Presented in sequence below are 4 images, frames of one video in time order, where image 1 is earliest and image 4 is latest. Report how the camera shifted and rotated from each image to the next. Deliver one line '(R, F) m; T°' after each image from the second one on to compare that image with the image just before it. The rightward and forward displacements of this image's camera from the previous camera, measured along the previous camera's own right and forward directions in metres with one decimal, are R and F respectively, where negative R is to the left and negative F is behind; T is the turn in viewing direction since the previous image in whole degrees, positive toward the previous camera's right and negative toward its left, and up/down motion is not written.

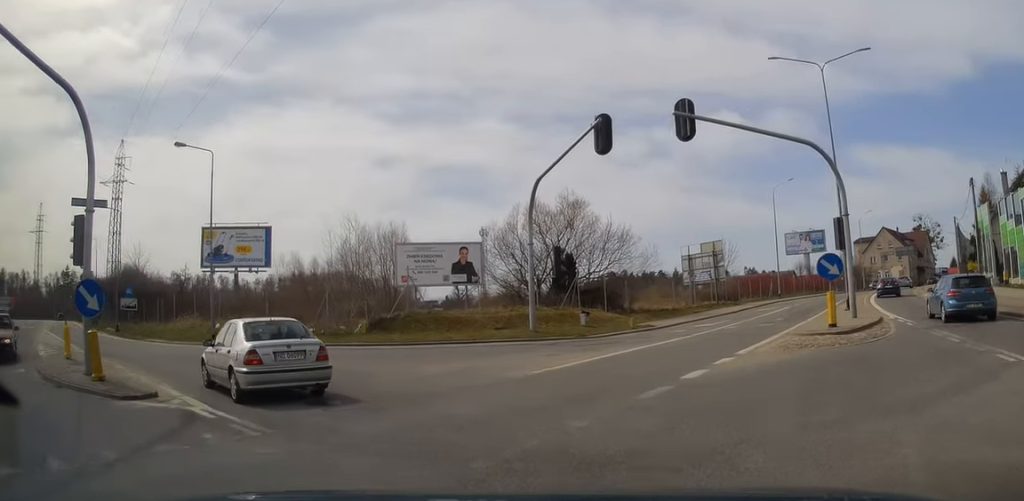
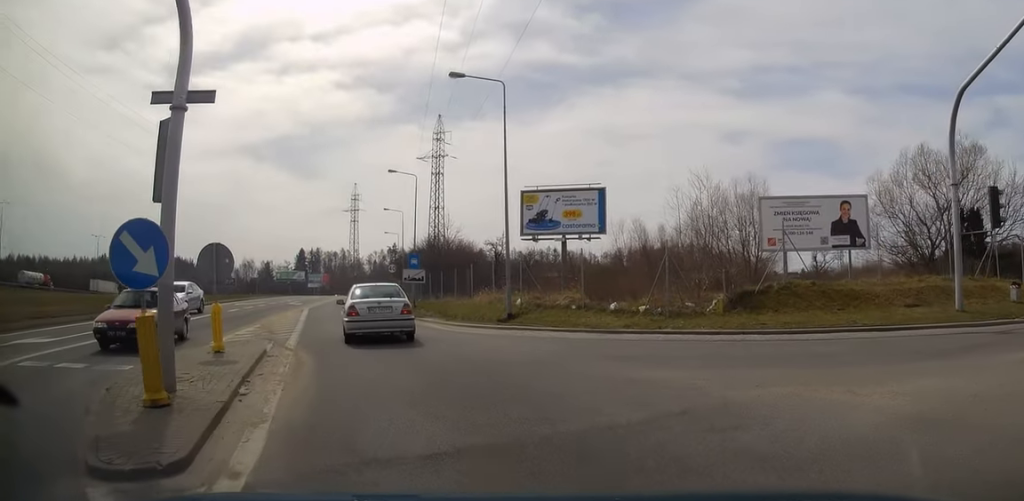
(-2.2, +8.2) m; -28°
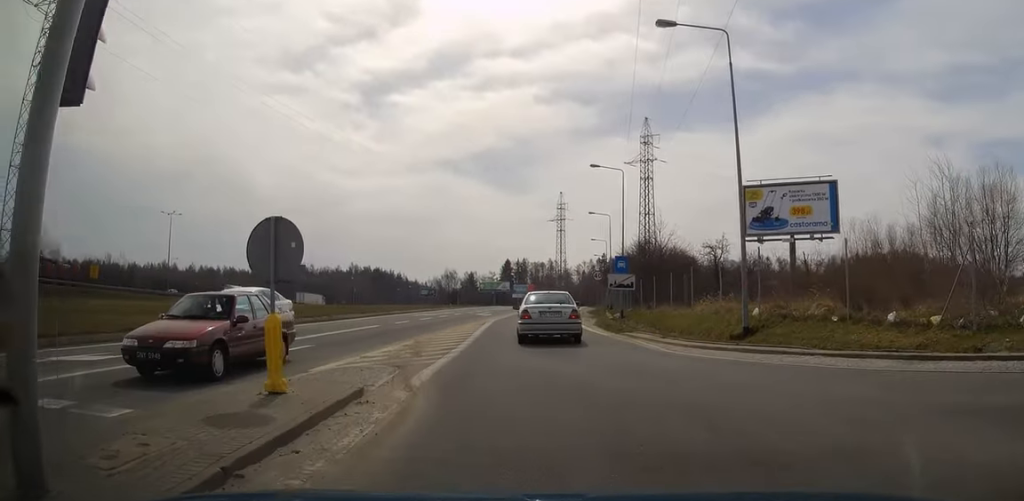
(-0.8, +5.8) m; -10°
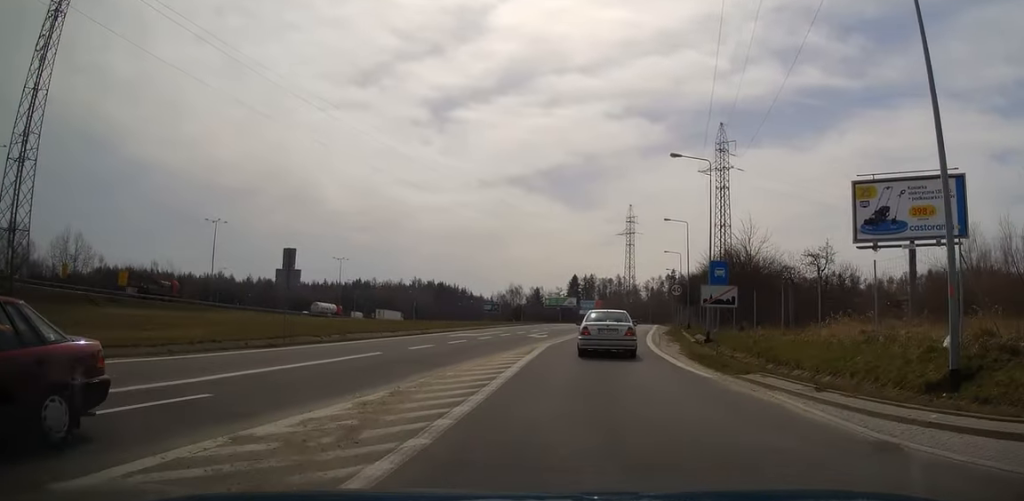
(-0.6, +7.9) m; -6°
